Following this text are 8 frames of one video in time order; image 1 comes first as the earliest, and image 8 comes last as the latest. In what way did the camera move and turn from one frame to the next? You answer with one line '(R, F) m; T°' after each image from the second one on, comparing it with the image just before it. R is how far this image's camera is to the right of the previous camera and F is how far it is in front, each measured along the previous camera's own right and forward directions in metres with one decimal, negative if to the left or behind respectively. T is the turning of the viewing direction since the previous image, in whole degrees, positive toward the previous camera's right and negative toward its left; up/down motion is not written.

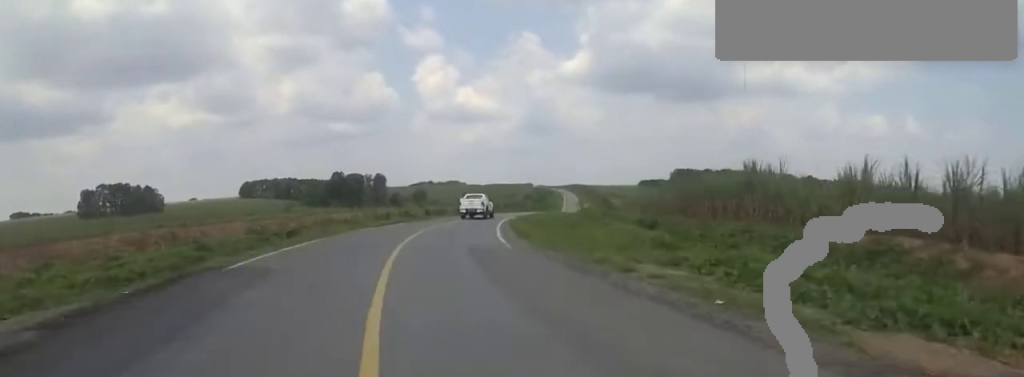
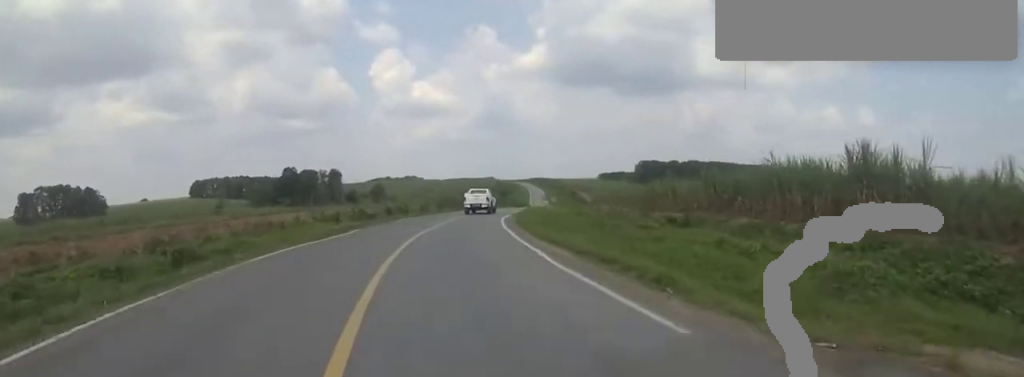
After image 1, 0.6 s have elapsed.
(+0.9, +10.3) m; +4°
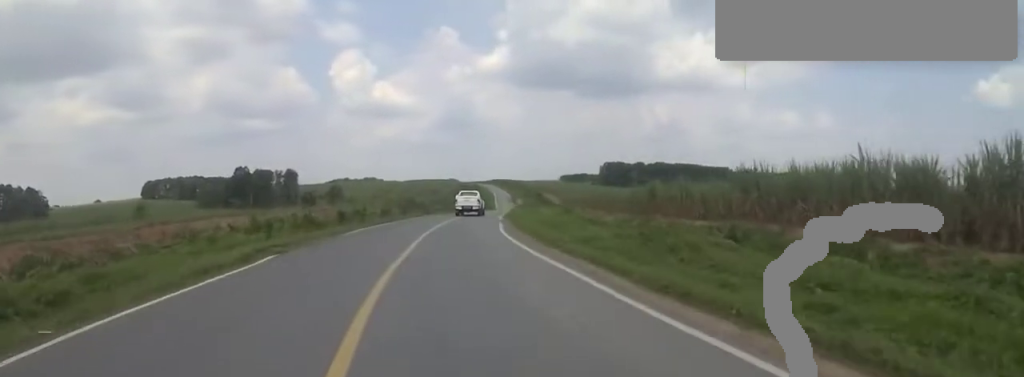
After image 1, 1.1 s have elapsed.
(+0.2, +8.0) m; +3°
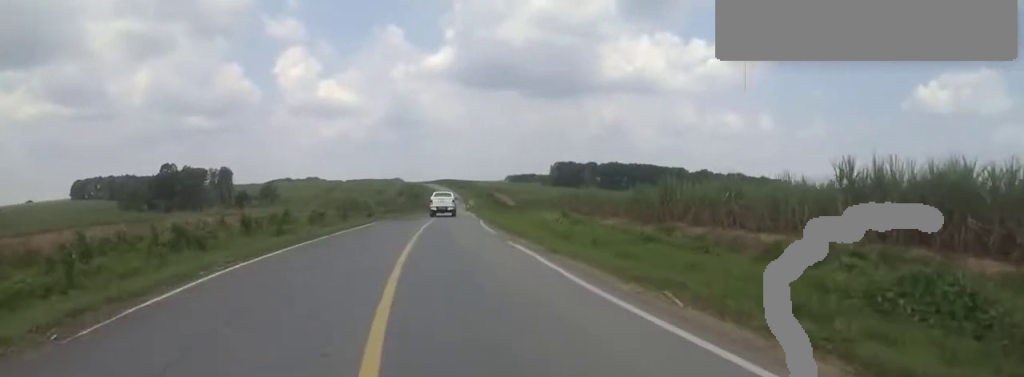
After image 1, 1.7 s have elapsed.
(-0.1, +11.3) m; +3°
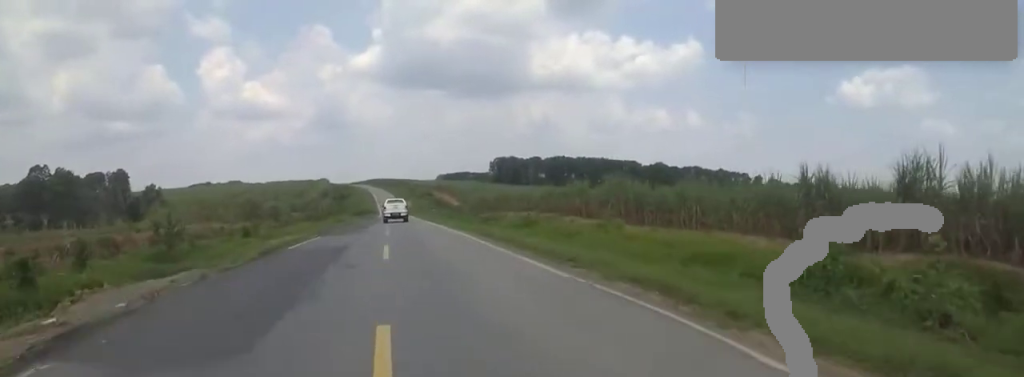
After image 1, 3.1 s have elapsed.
(+1.9, +24.1) m; +6°
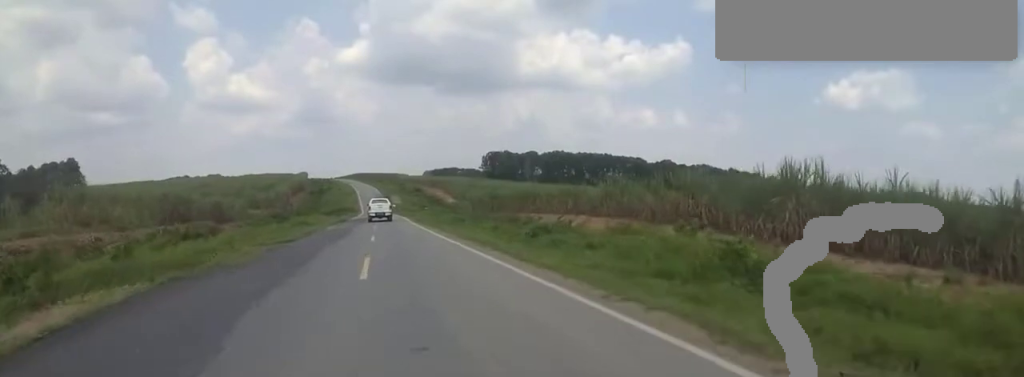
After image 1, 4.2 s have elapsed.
(+0.1, +19.1) m; +1°
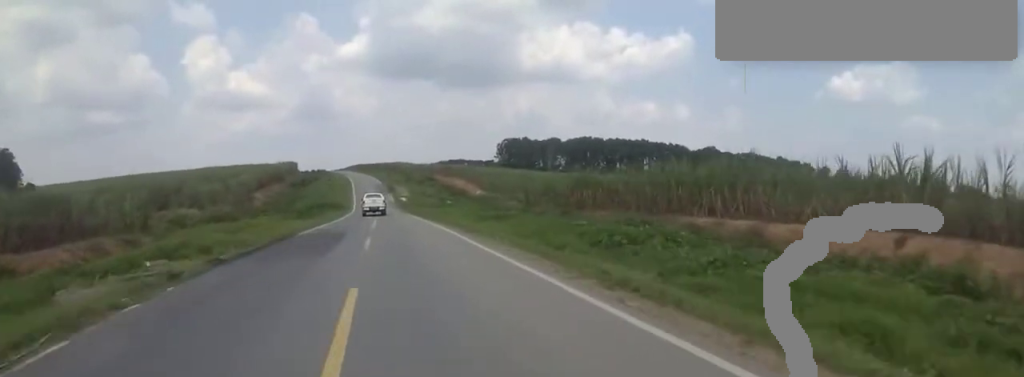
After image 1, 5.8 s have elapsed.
(+1.1, +30.4) m; +2°
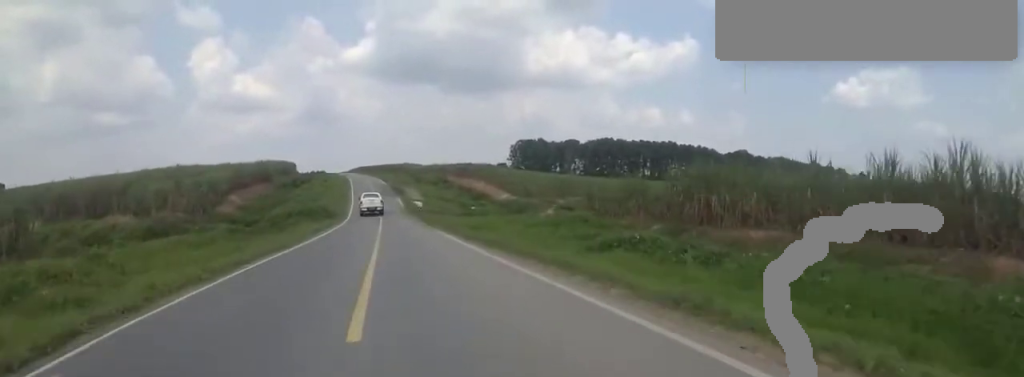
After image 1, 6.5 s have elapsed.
(-0.6, +15.5) m; -3°
